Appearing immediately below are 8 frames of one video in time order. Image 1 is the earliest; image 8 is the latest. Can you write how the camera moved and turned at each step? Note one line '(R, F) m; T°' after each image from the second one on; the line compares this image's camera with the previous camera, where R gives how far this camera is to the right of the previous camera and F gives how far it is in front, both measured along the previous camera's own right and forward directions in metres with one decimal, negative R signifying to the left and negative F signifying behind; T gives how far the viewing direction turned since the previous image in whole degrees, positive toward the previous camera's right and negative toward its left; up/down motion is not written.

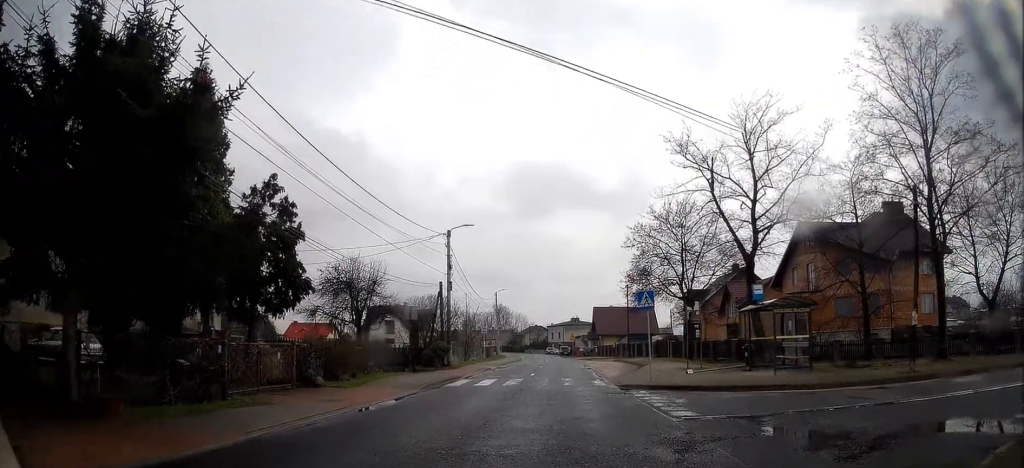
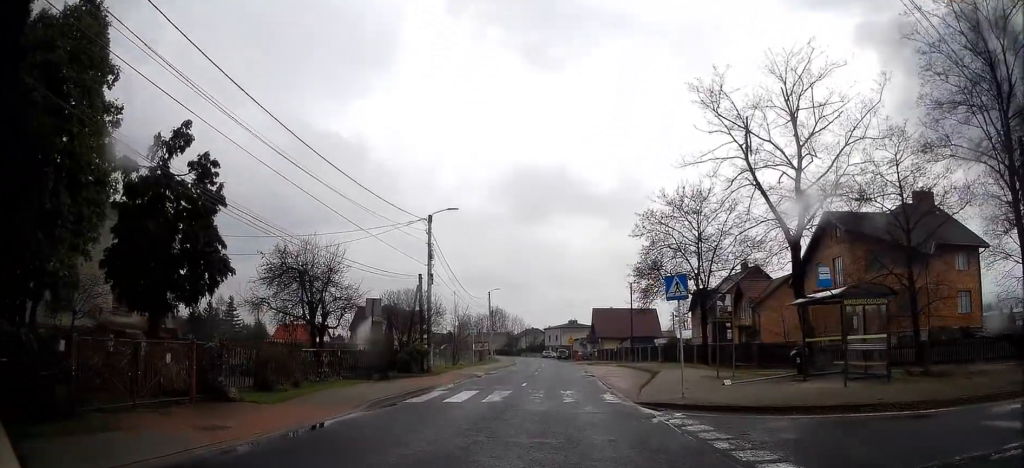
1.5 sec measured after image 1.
(0.0, +6.2) m; -1°
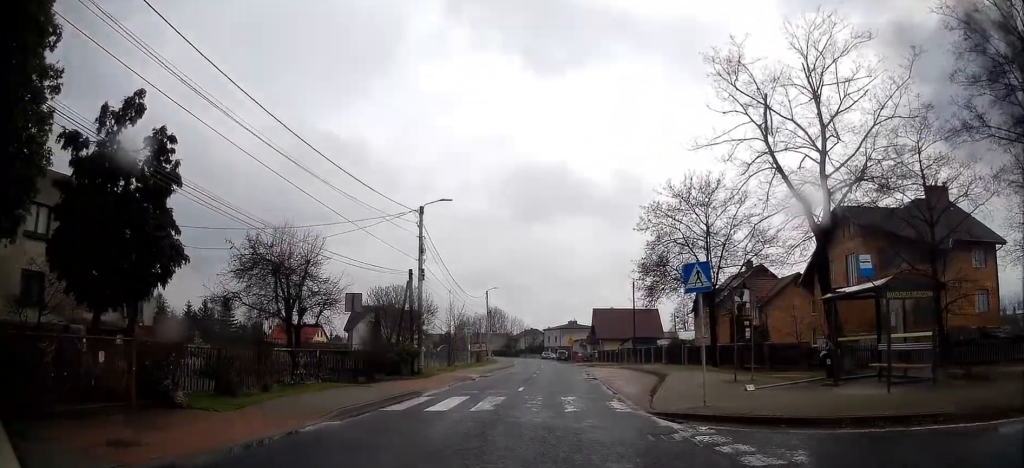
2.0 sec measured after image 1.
(-0.1, +2.0) m; 0°
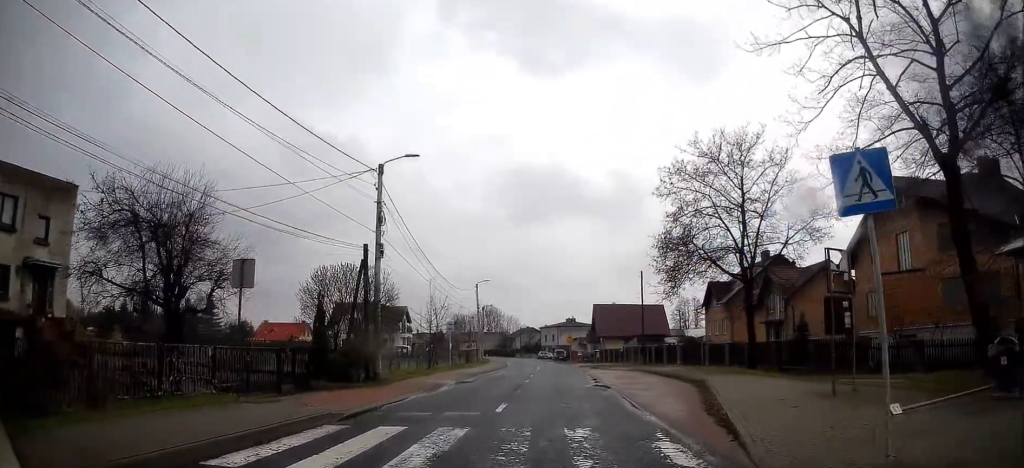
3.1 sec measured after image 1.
(0.0, +5.6) m; +1°
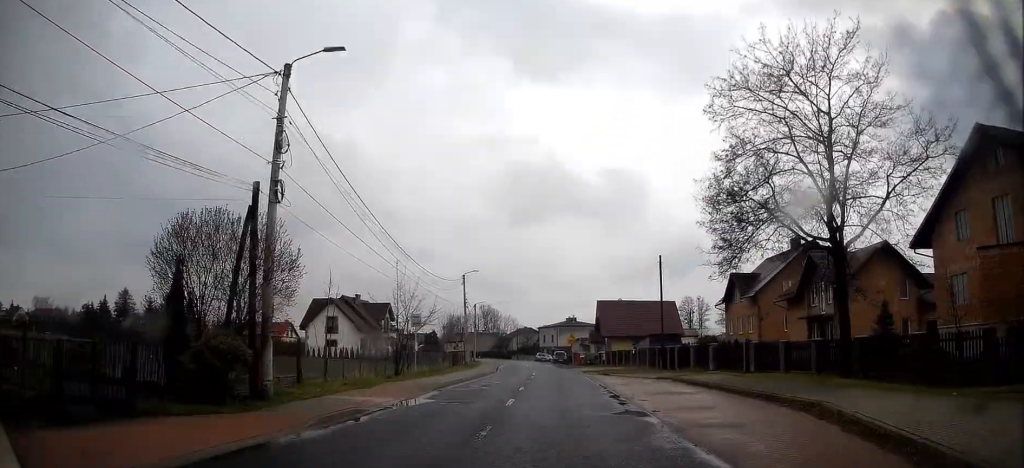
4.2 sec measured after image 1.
(0.0, +7.3) m; -1°
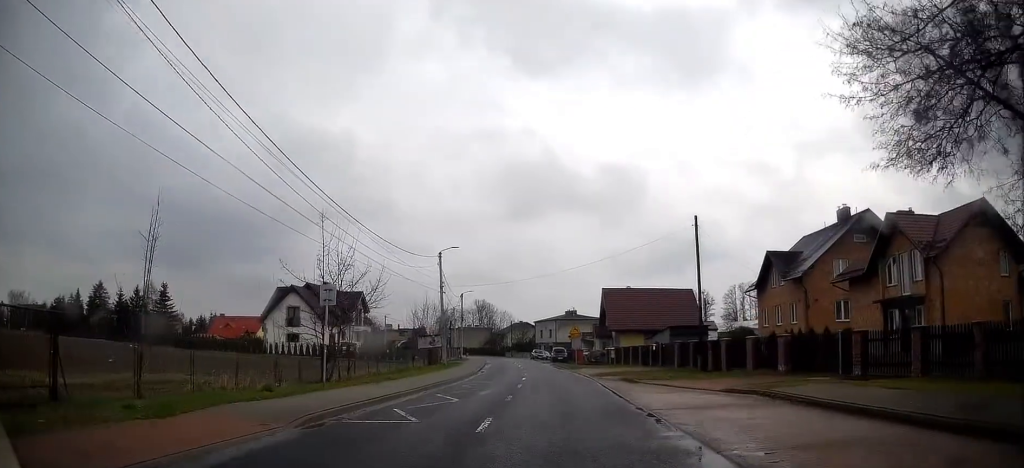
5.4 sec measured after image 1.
(-0.1, +9.8) m; 0°
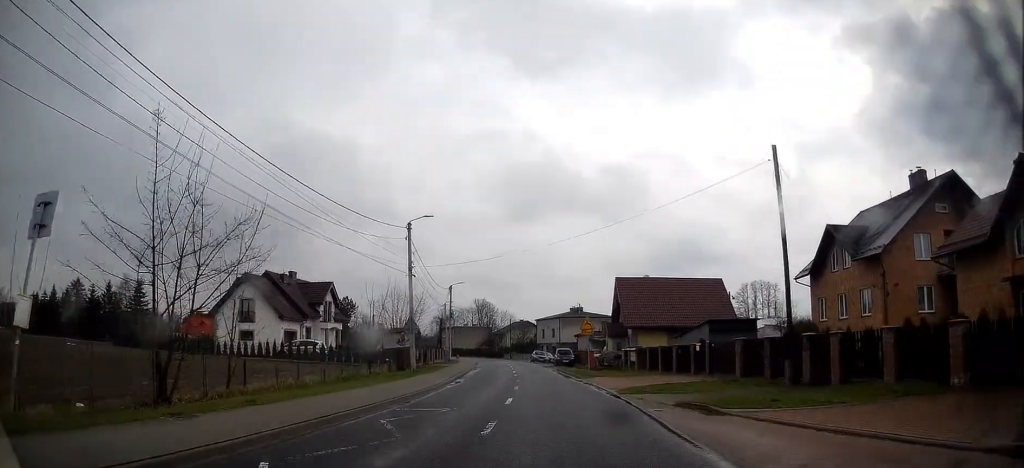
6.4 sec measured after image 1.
(0.0, +10.3) m; 0°
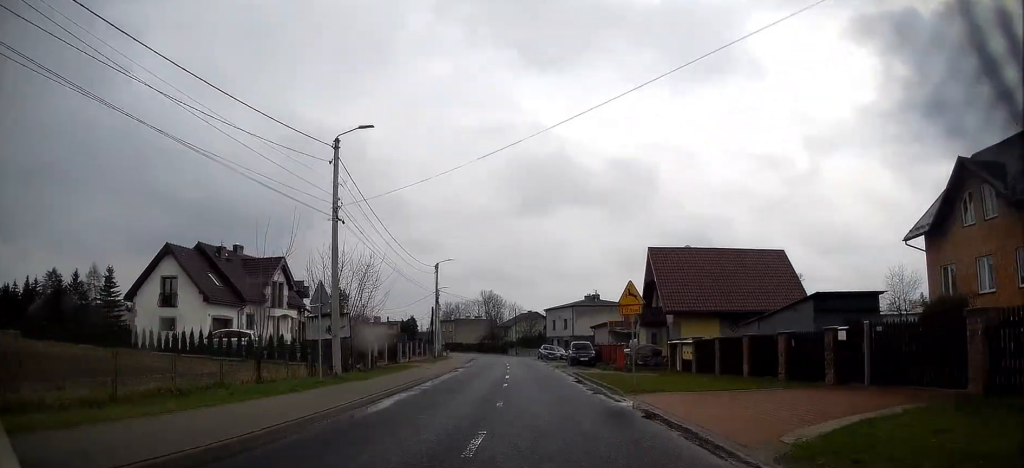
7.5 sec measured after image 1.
(0.0, +13.2) m; -1°
